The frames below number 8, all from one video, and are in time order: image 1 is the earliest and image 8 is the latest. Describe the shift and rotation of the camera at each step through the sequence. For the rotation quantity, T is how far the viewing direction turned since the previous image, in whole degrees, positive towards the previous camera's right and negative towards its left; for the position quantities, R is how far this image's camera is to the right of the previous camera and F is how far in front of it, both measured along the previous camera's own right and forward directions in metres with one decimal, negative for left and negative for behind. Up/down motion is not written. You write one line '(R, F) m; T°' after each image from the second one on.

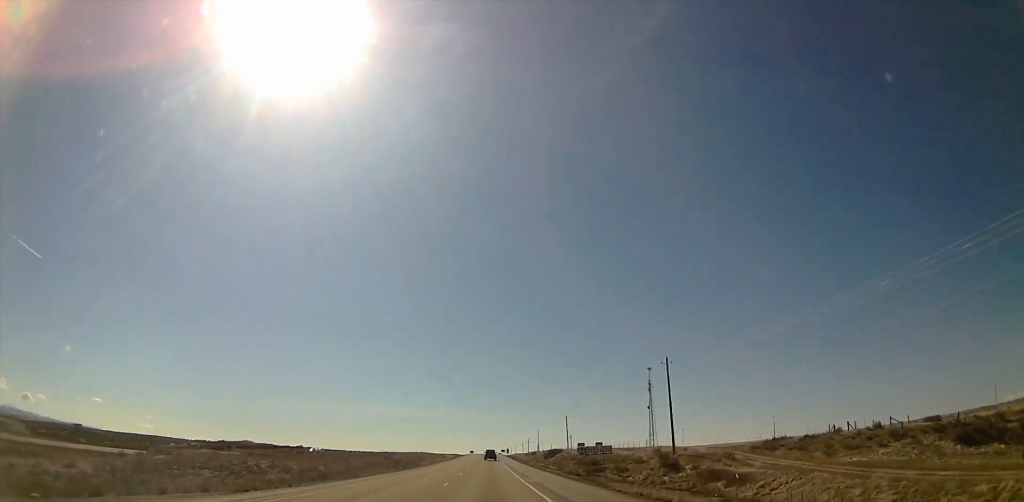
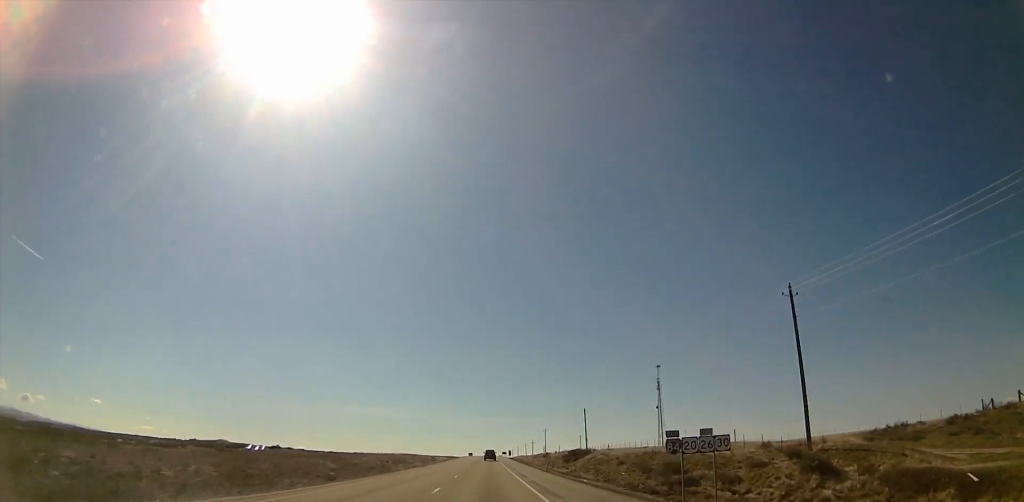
(0.0, +35.3) m; 0°
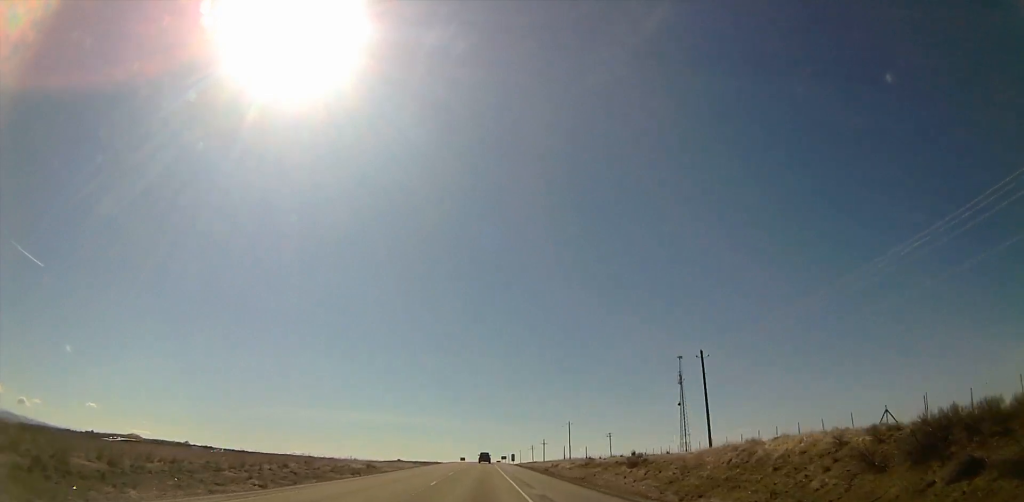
(0.0, +85.5) m; 0°
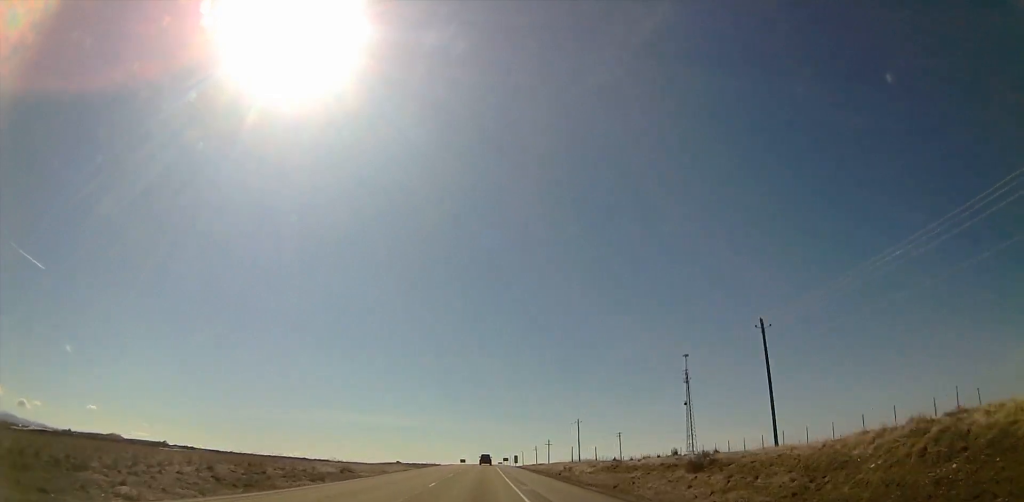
(0.0, +15.2) m; 0°
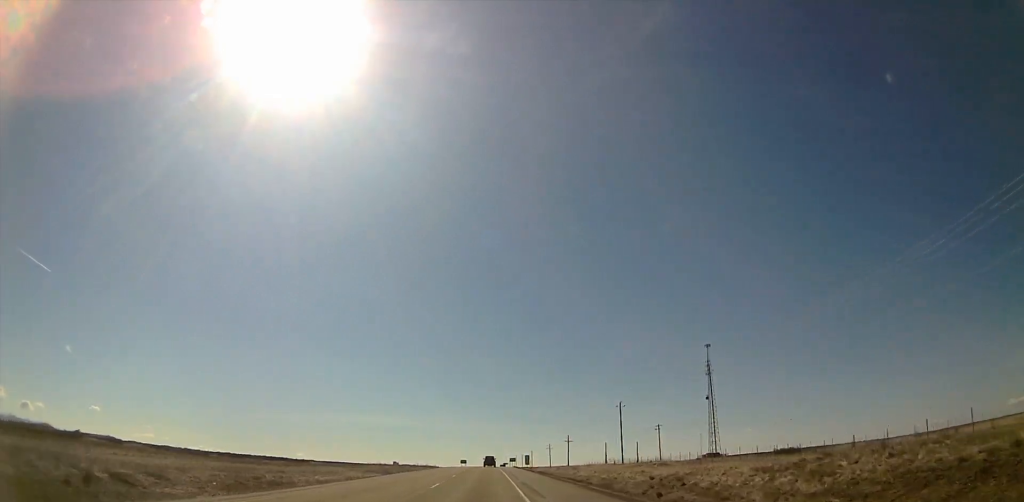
(0.0, +45.5) m; 0°
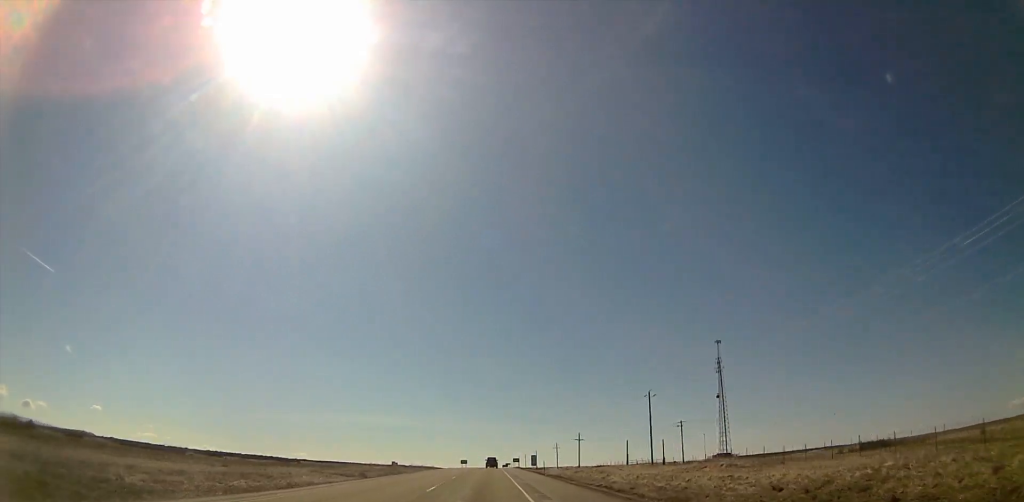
(0.0, +18.6) m; 0°
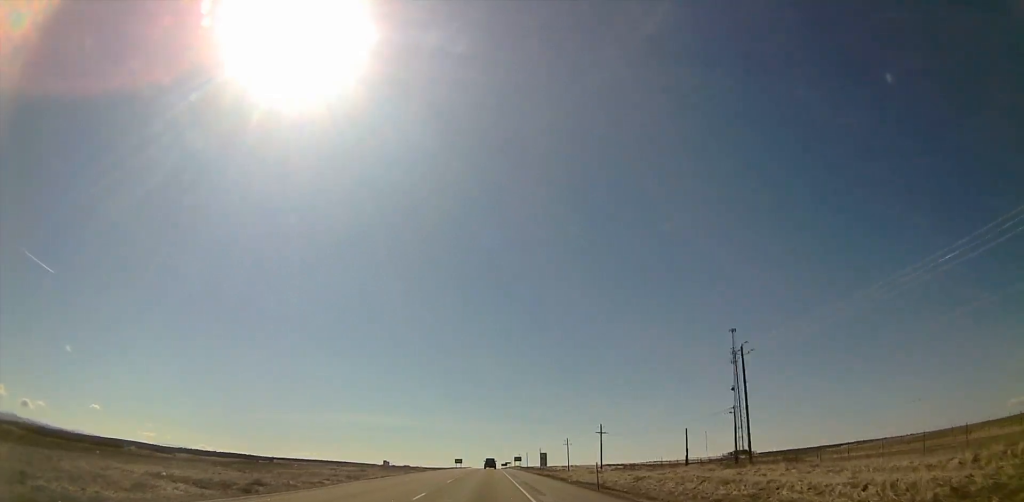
(0.0, +34.9) m; 0°
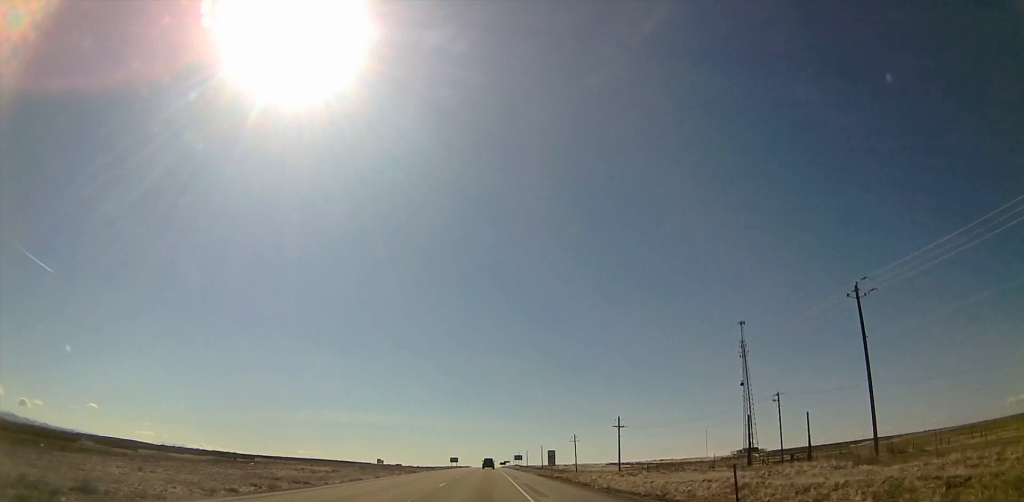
(0.0, +18.6) m; 0°
